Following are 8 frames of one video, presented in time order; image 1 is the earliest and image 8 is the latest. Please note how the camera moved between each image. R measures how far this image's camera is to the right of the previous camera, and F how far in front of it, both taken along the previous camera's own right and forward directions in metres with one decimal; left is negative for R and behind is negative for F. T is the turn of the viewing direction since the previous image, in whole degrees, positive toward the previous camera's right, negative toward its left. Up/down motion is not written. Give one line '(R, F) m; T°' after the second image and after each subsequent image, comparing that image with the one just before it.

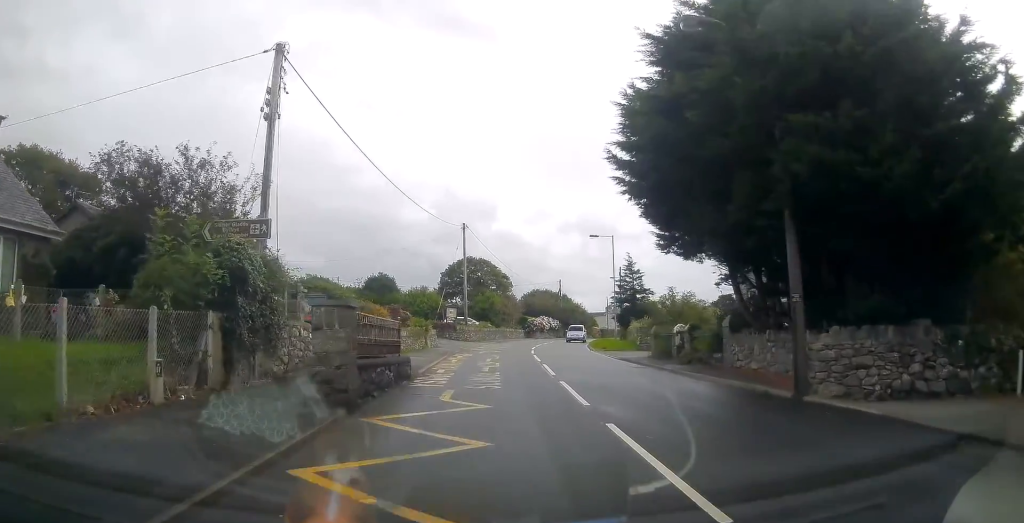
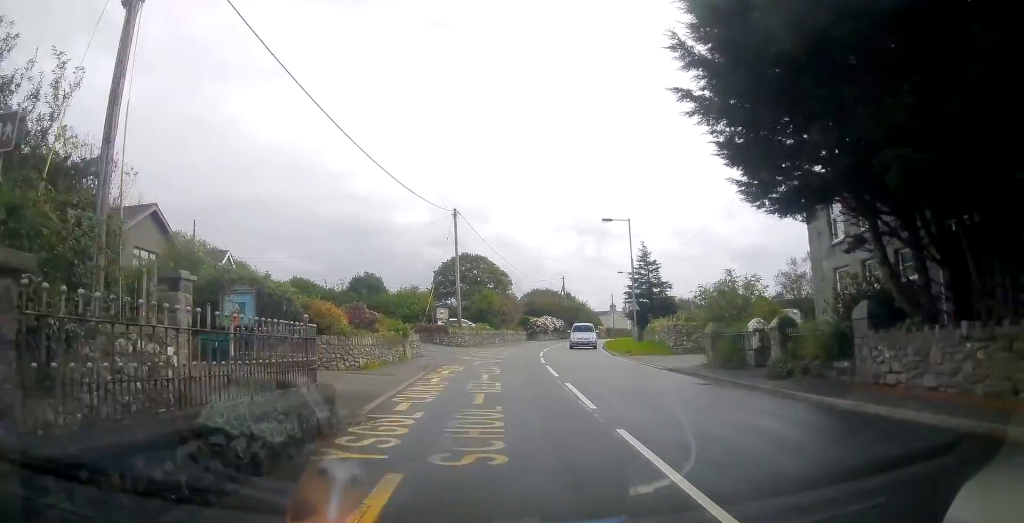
(-0.1, +6.8) m; 0°
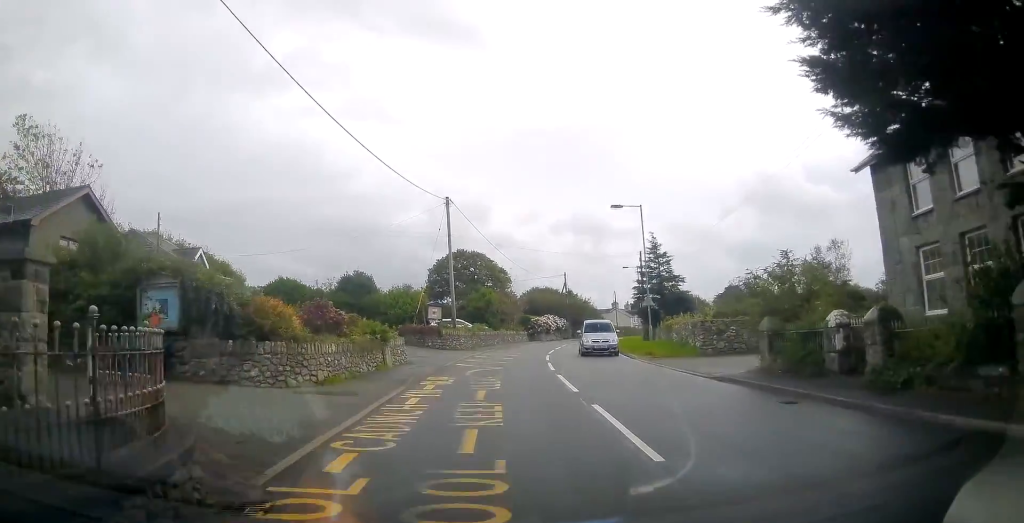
(0.0, +4.0) m; 0°
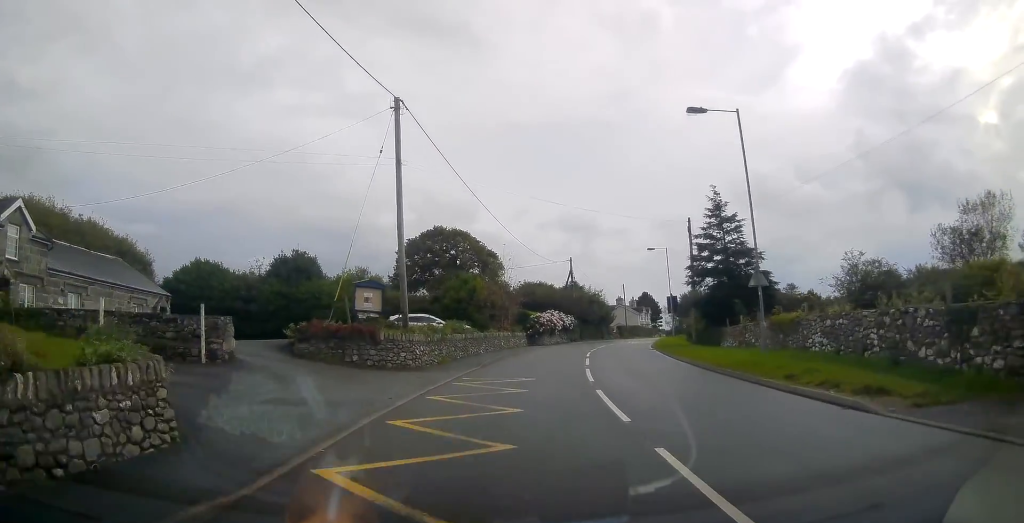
(0.0, +15.9) m; 0°
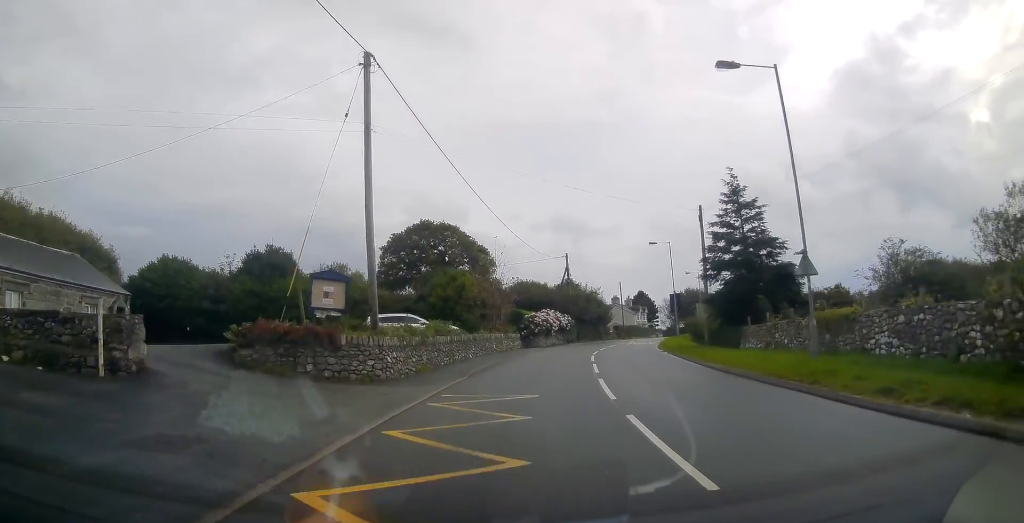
(0.0, +3.6) m; +1°
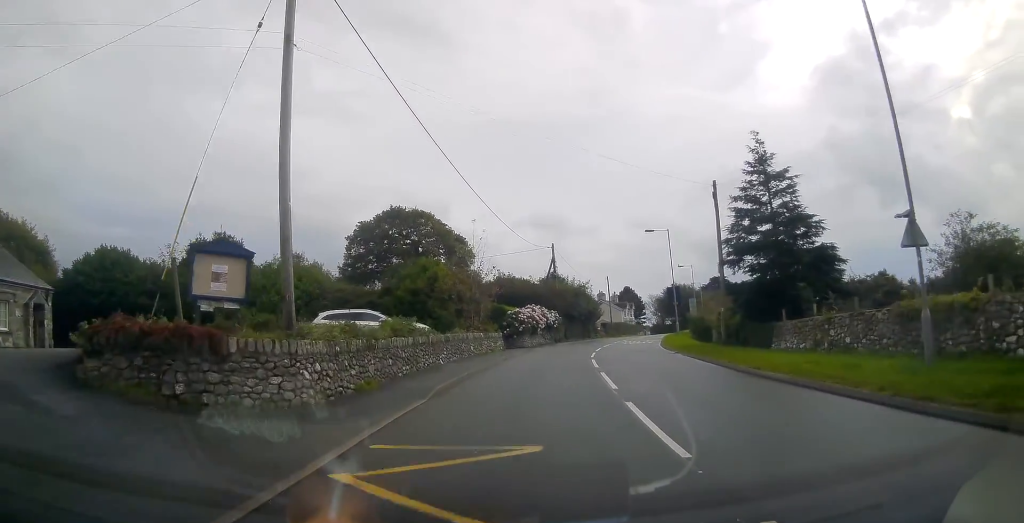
(+0.1, +5.2) m; +2°
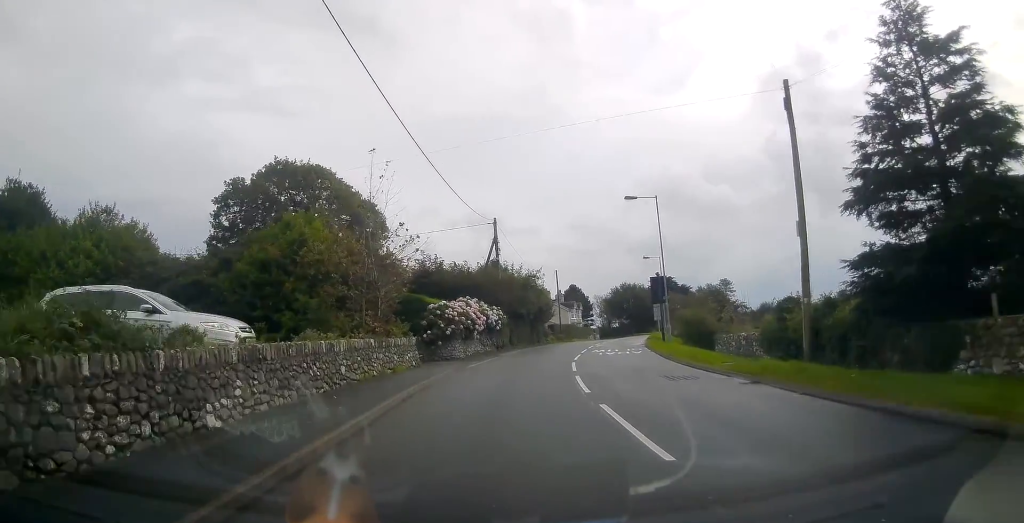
(+0.6, +12.7) m; +5°
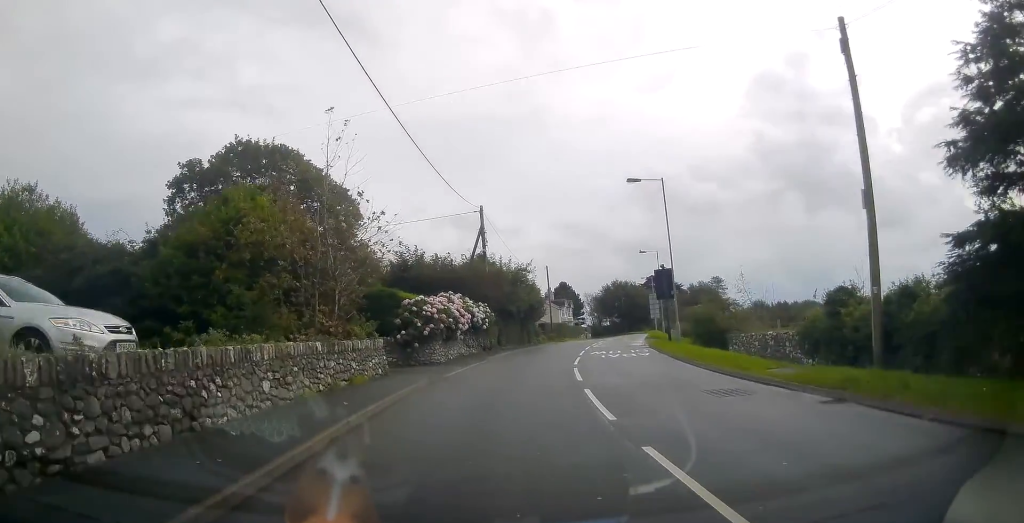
(0.0, +3.7) m; +1°
